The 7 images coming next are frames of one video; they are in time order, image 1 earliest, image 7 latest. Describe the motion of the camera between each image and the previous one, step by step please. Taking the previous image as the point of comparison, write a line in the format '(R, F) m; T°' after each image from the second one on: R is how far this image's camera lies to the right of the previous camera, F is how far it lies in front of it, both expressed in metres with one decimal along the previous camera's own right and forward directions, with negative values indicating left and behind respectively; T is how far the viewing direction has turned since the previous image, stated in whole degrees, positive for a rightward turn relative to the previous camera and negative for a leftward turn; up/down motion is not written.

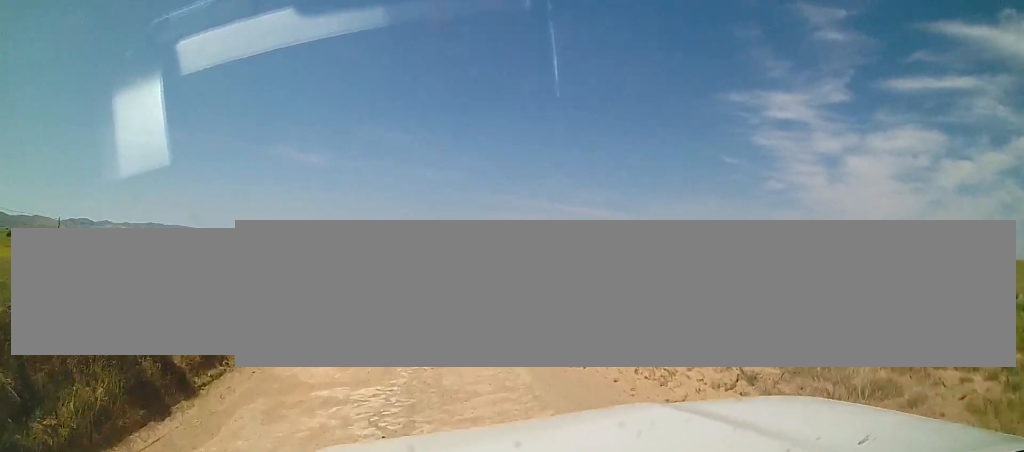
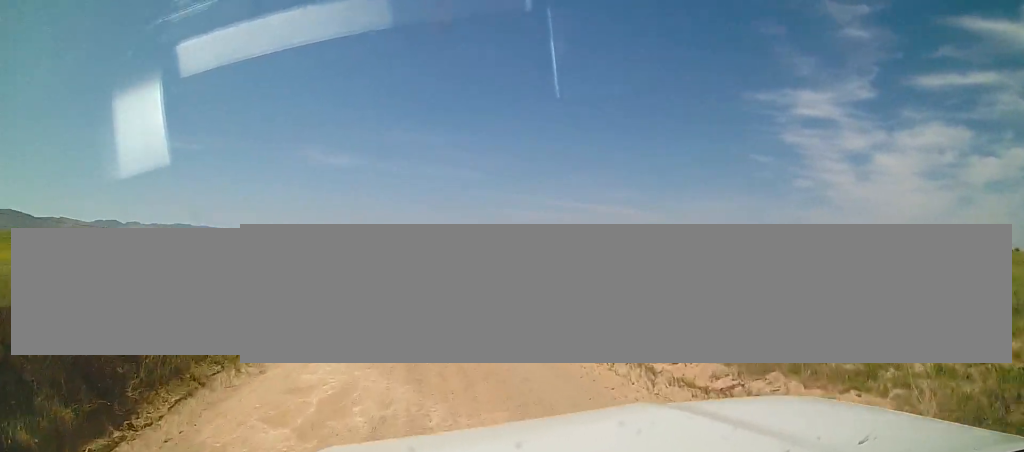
(-0.2, +4.0) m; -3°
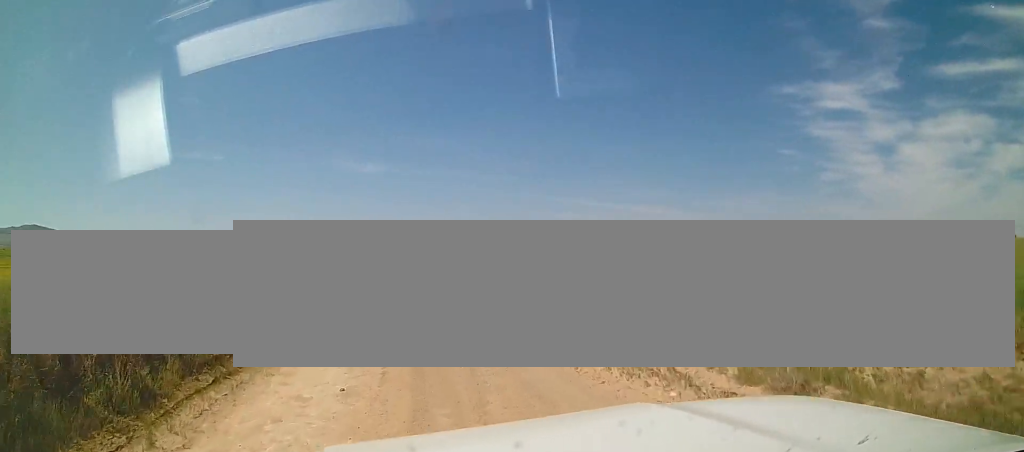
(0.0, +4.0) m; -3°
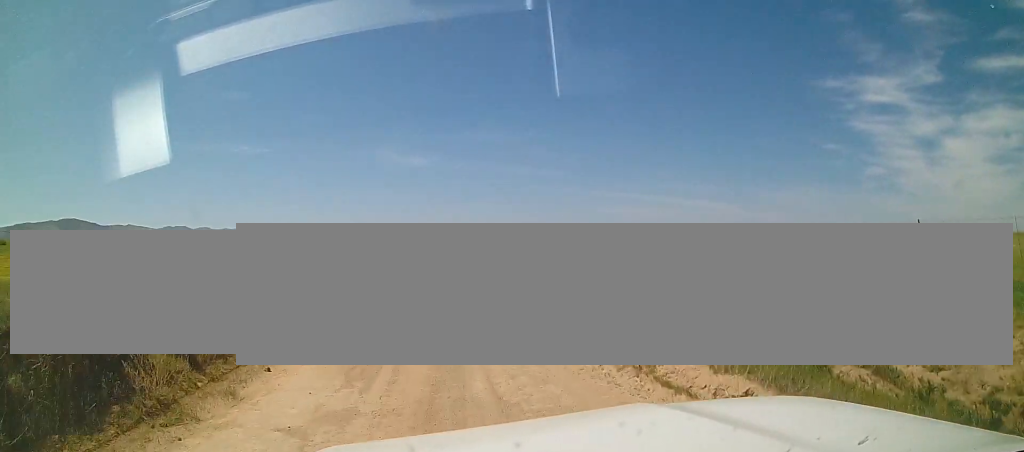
(-0.4, +6.0) m; -6°
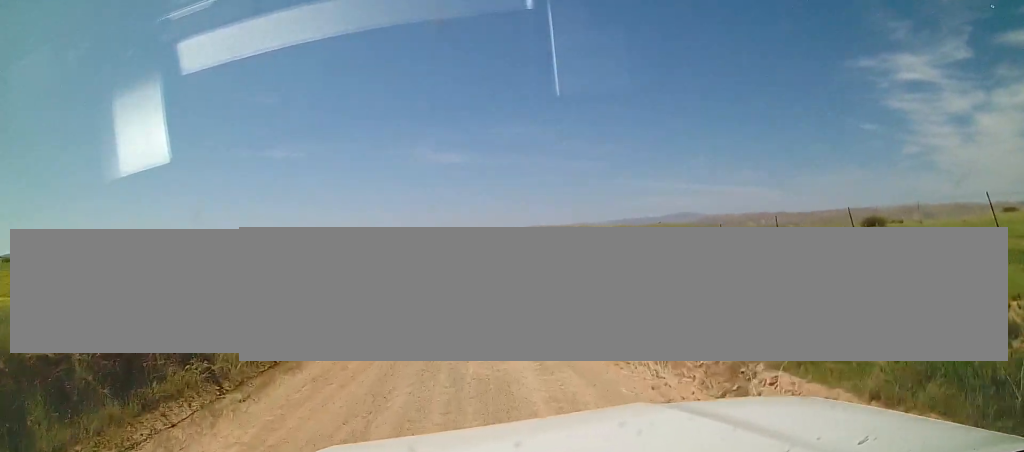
(-0.3, +5.9) m; -6°
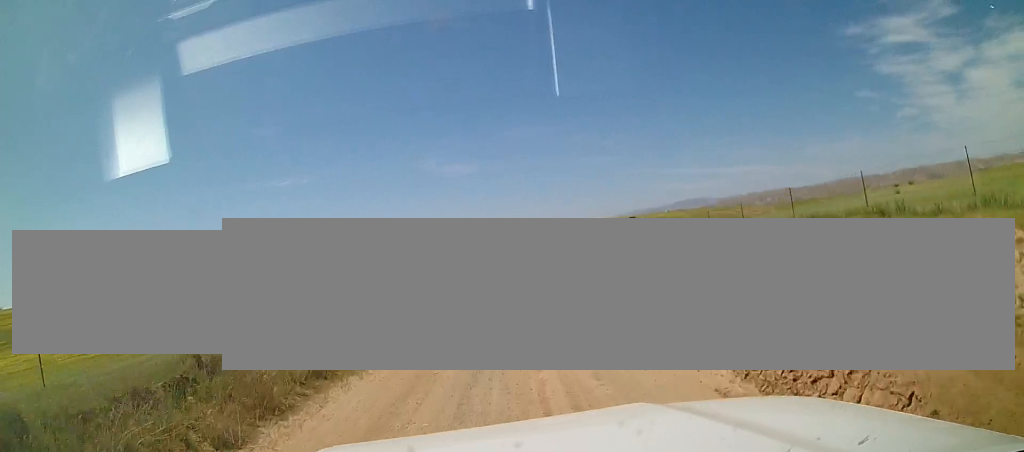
(-1.6, +21.4) m; -5°
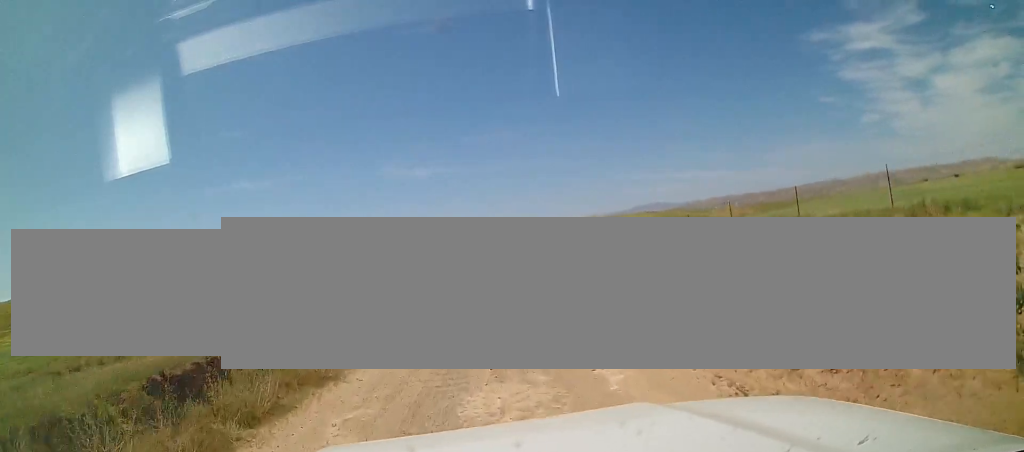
(+0.1, +12.8) m; +6°
